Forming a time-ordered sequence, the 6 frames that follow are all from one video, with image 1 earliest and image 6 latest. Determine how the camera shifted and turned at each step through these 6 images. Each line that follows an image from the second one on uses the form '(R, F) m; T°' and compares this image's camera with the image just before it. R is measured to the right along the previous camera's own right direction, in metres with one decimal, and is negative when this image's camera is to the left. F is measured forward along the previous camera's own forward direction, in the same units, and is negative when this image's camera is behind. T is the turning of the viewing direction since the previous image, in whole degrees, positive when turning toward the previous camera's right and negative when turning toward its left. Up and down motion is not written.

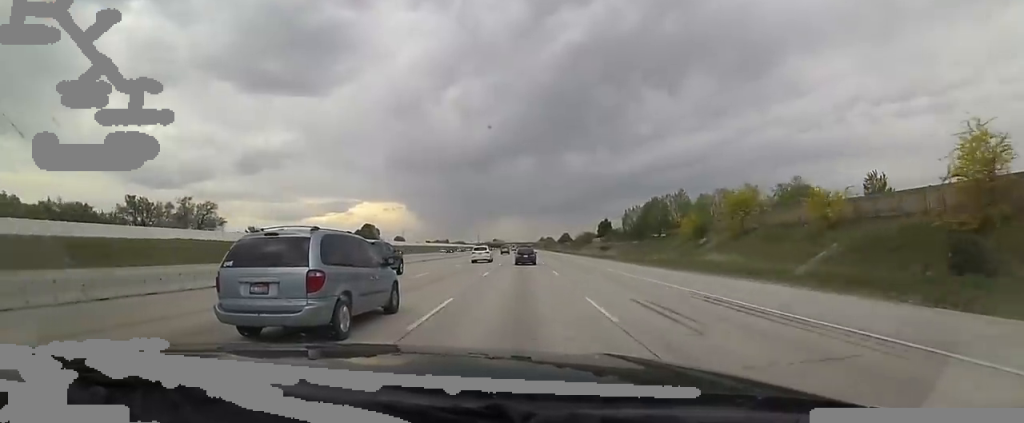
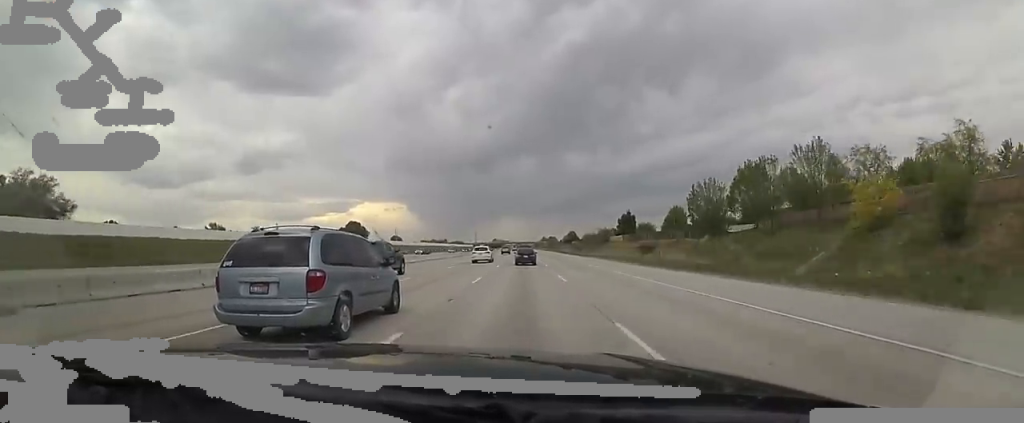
(0.0, +34.3) m; 0°
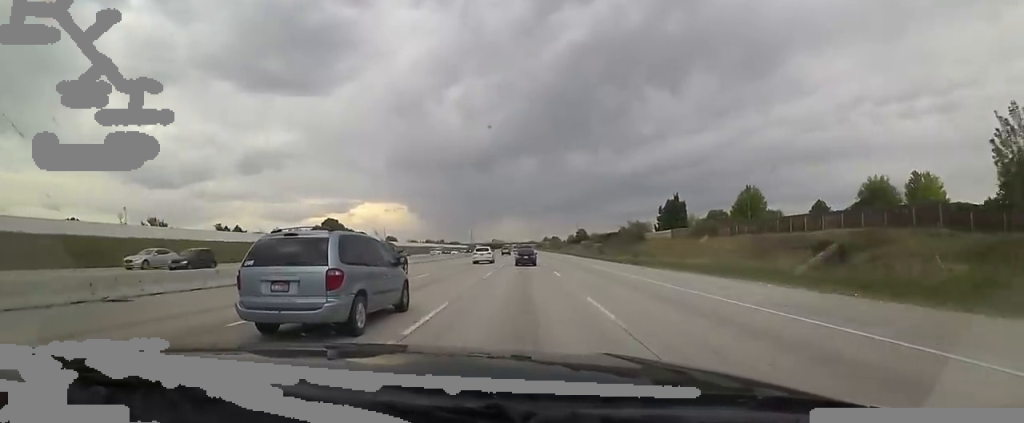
(0.0, +41.3) m; 0°
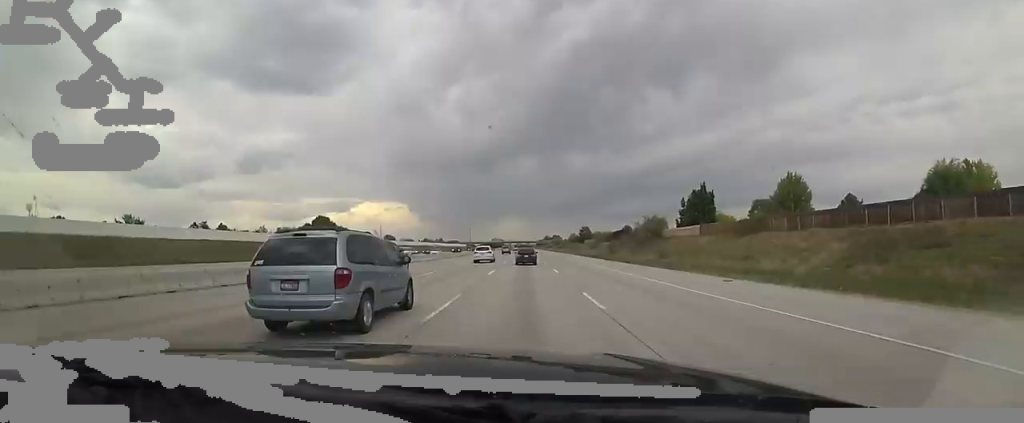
(0.0, +13.9) m; 0°
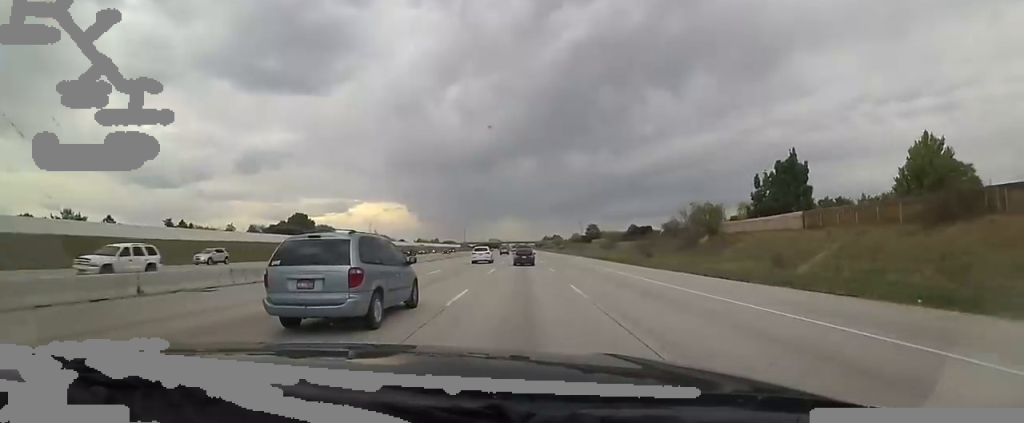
(0.0, +27.7) m; 0°
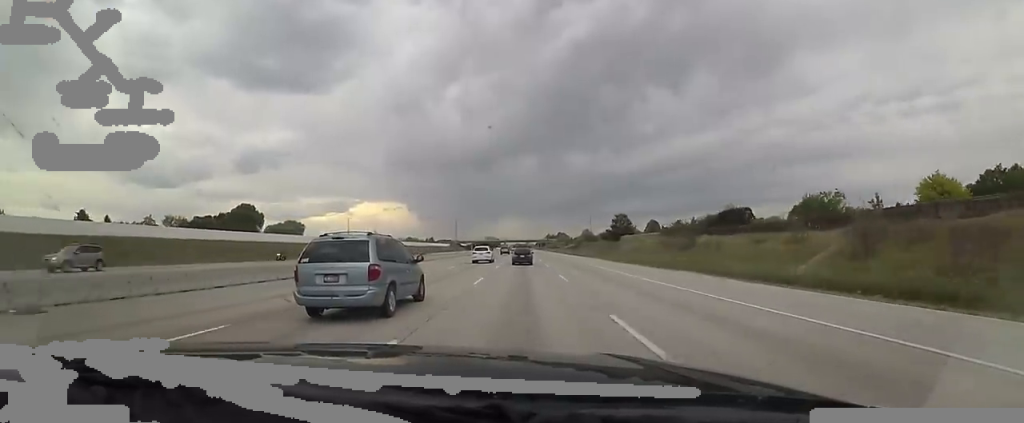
(0.0, +54.2) m; 0°
